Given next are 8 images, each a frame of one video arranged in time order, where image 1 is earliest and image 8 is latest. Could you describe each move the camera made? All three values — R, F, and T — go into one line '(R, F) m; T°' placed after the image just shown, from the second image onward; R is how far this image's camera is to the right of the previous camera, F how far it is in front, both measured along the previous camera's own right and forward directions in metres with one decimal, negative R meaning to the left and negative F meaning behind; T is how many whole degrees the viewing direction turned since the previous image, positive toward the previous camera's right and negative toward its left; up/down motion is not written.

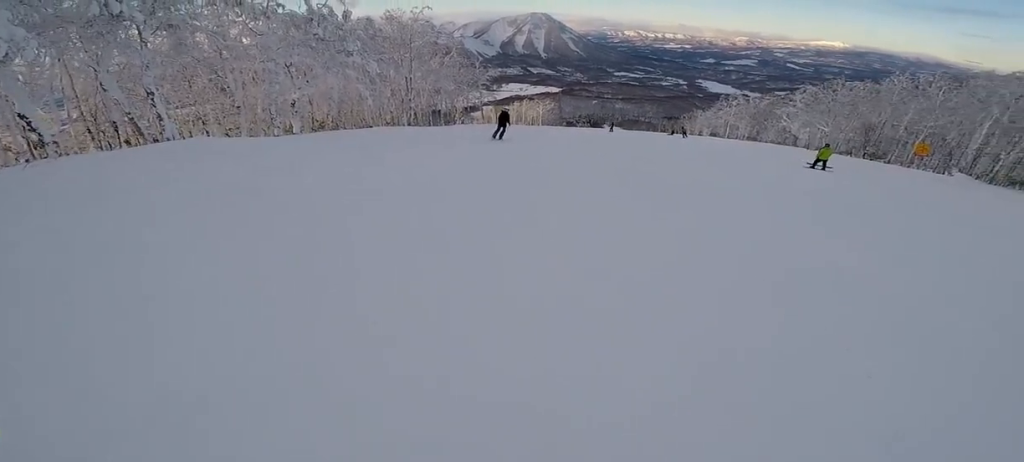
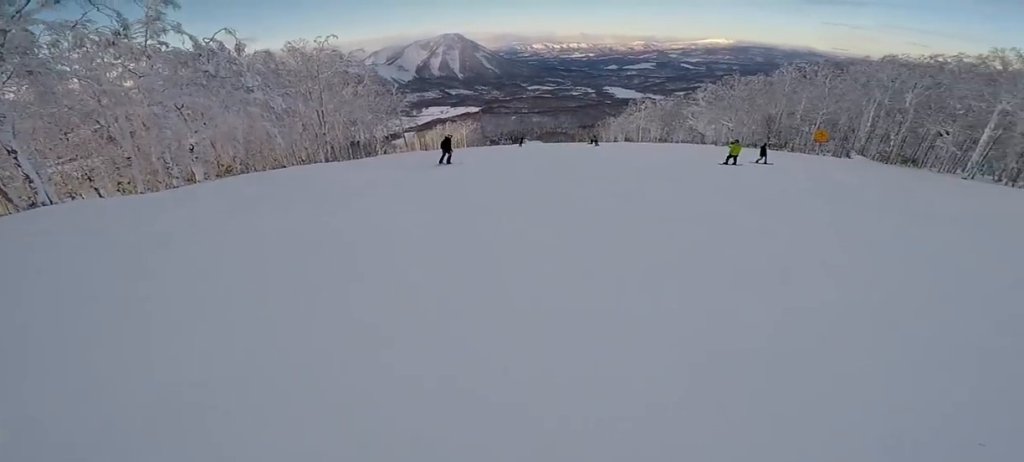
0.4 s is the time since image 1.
(-0.6, +1.3) m; +8°
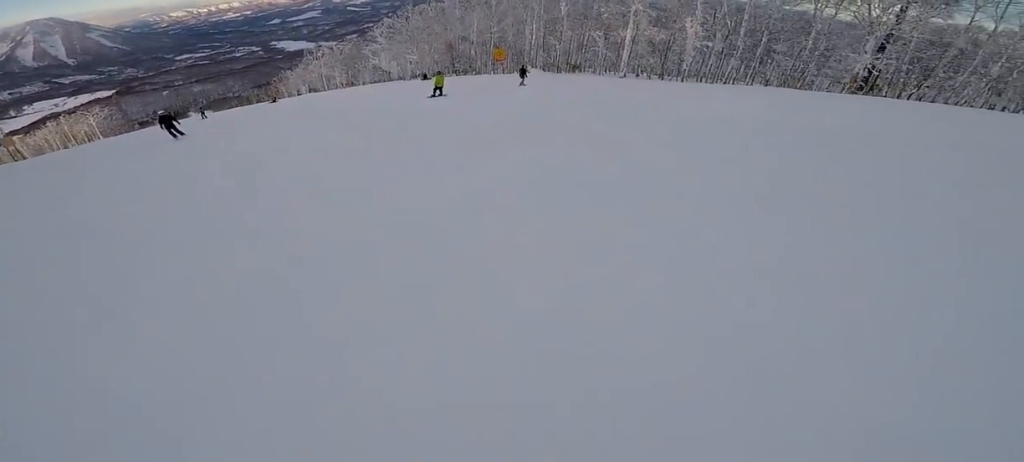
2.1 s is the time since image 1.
(+3.4, +5.0) m; +29°
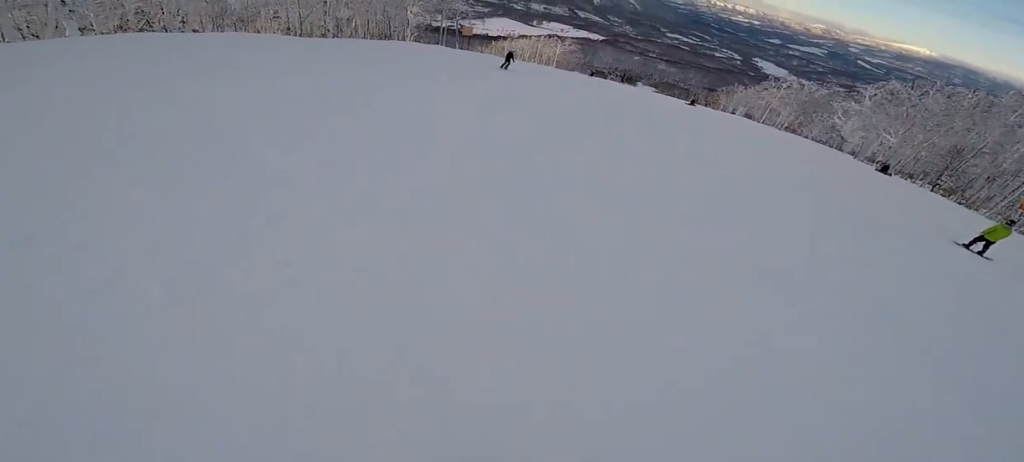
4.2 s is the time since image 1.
(-2.8, +8.7) m; -36°
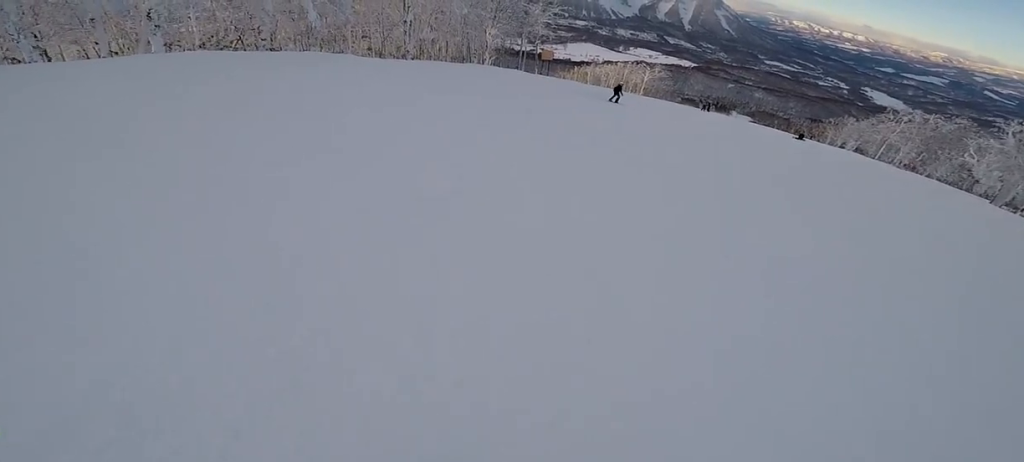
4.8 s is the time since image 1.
(-0.2, +2.7) m; -7°
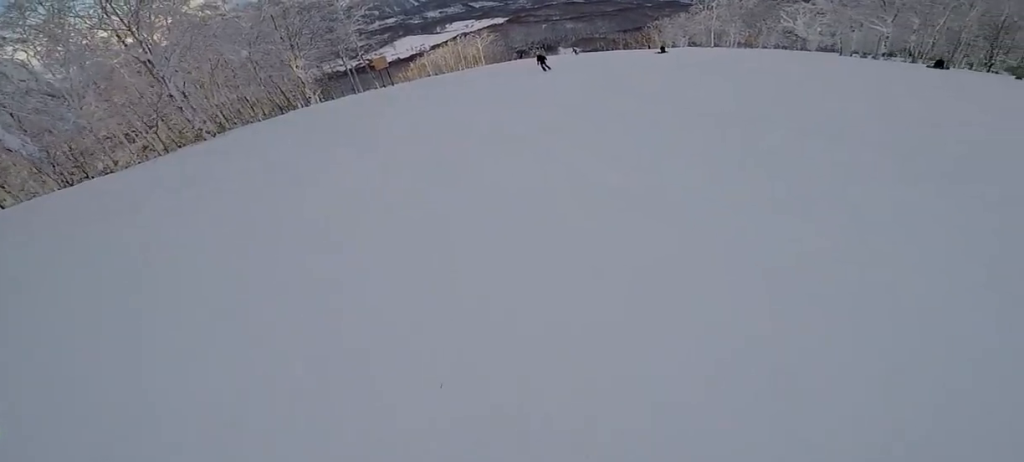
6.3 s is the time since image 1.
(-0.9, +8.2) m; +15°
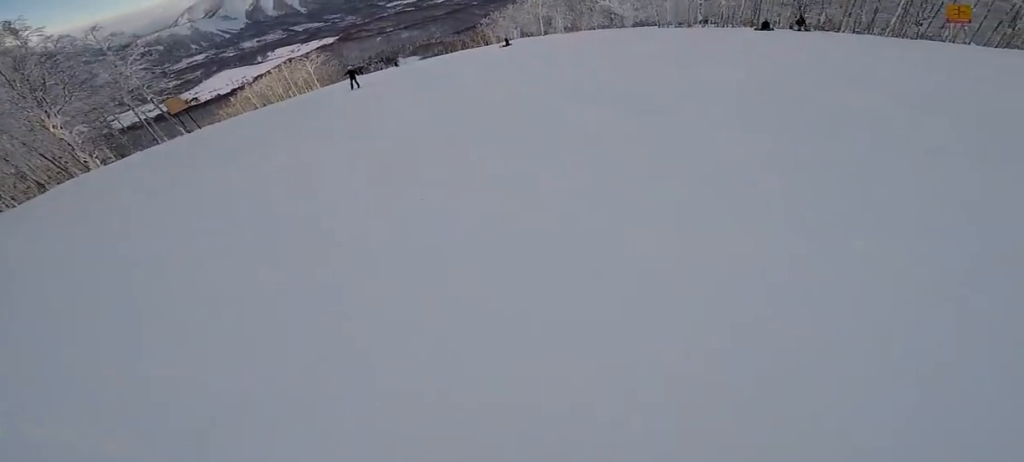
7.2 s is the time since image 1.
(+1.3, +4.4) m; +17°
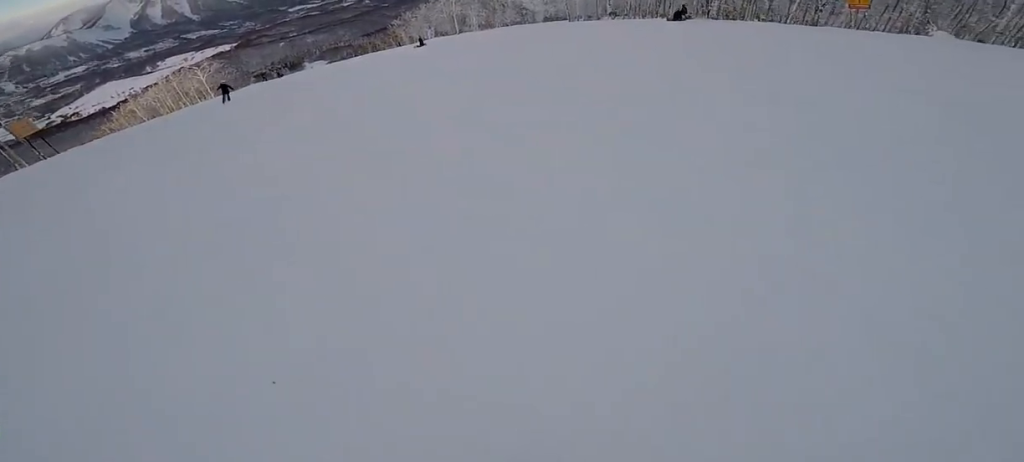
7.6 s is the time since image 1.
(+0.3, +2.6) m; +5°
